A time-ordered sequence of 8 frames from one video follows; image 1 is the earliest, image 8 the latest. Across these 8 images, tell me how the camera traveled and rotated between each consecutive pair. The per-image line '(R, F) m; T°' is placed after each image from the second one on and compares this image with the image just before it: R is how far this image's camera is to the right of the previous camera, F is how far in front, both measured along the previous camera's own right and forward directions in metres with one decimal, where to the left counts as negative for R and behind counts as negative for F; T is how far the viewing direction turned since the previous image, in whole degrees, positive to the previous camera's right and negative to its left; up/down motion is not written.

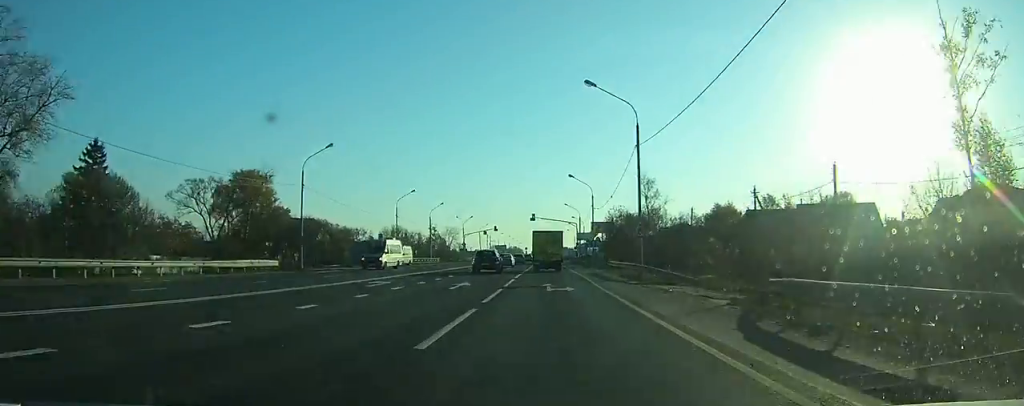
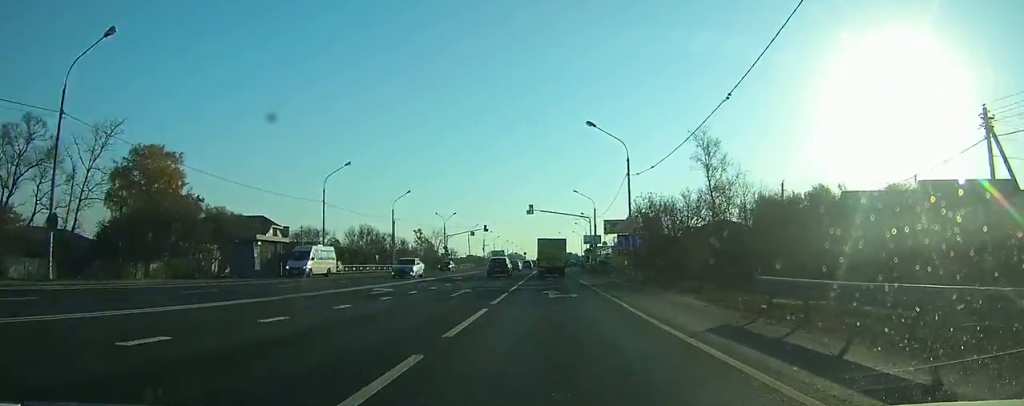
(-0.1, +30.7) m; 0°
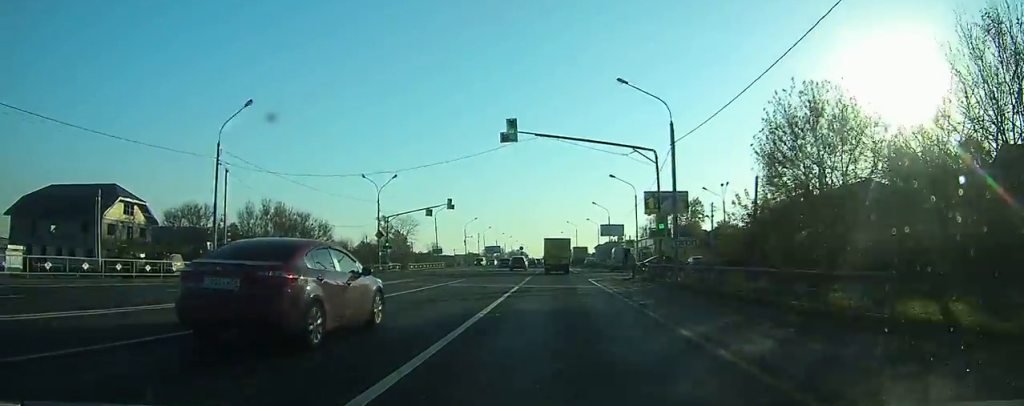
(+0.6, +48.9) m; +1°
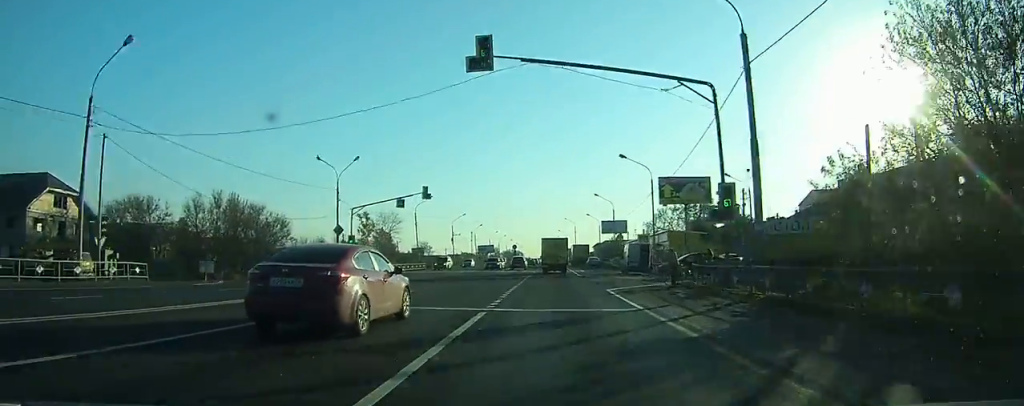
(0.0, +12.7) m; 0°
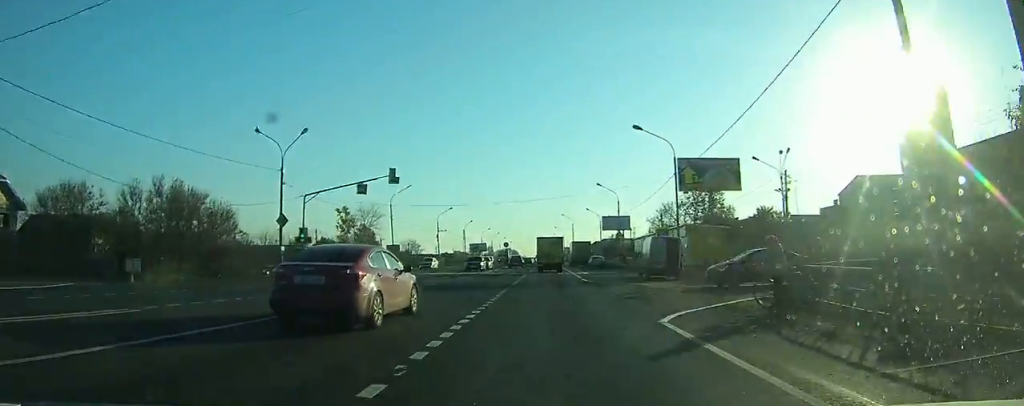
(-0.1, +11.6) m; 0°
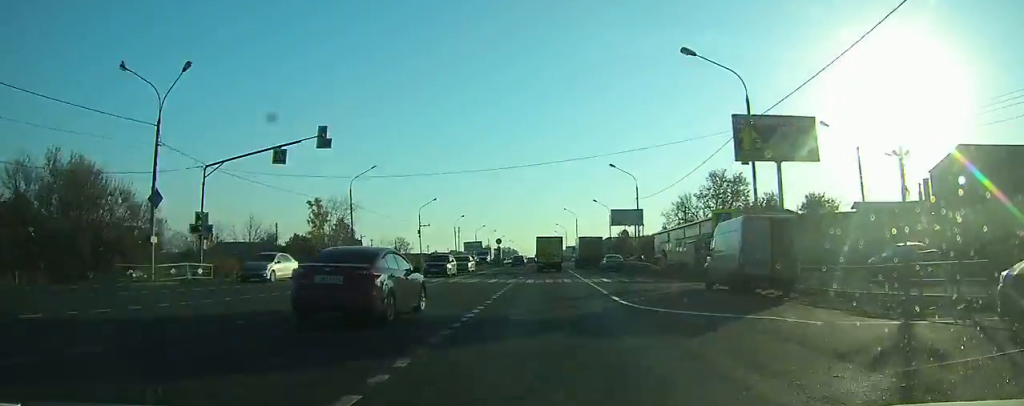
(0.0, +15.9) m; 0°
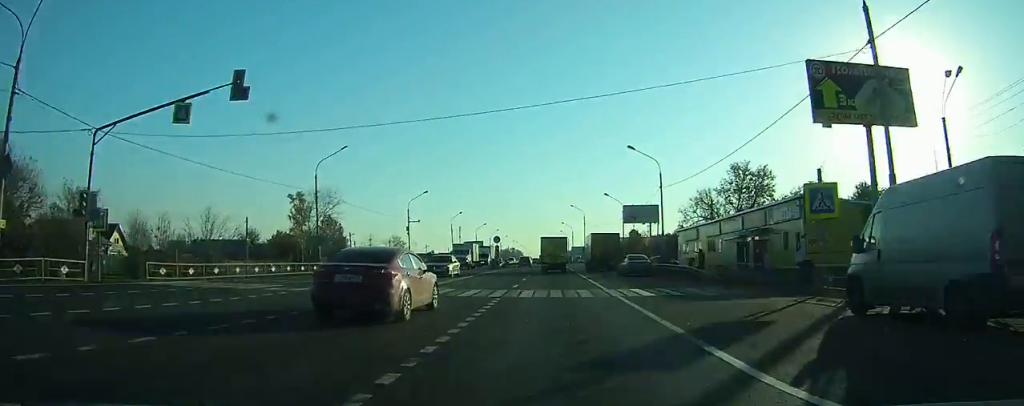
(0.0, +10.5) m; 0°
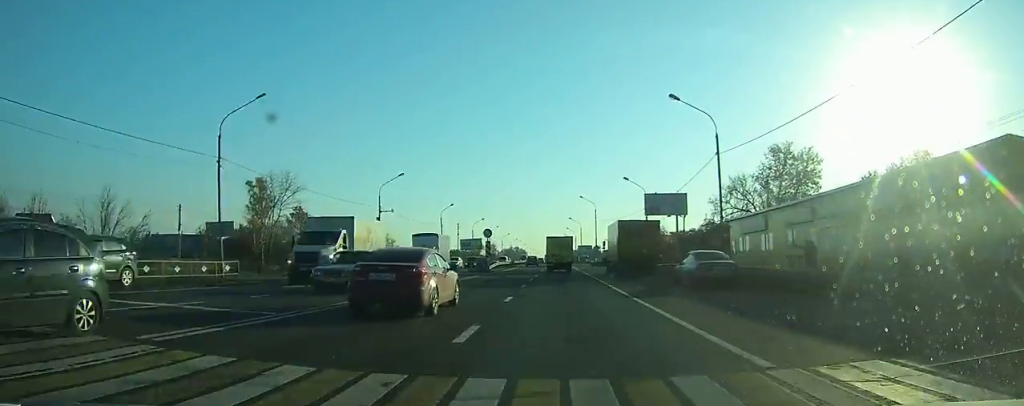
(0.0, +16.6) m; 0°
